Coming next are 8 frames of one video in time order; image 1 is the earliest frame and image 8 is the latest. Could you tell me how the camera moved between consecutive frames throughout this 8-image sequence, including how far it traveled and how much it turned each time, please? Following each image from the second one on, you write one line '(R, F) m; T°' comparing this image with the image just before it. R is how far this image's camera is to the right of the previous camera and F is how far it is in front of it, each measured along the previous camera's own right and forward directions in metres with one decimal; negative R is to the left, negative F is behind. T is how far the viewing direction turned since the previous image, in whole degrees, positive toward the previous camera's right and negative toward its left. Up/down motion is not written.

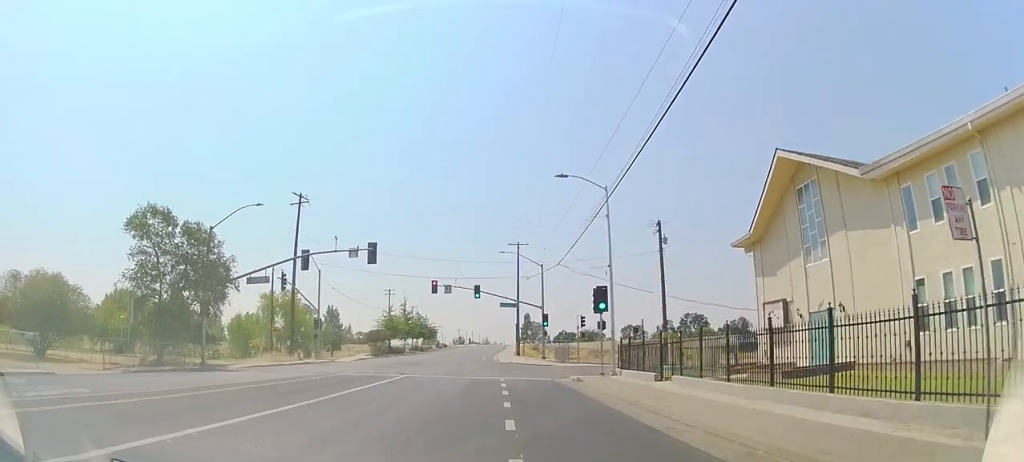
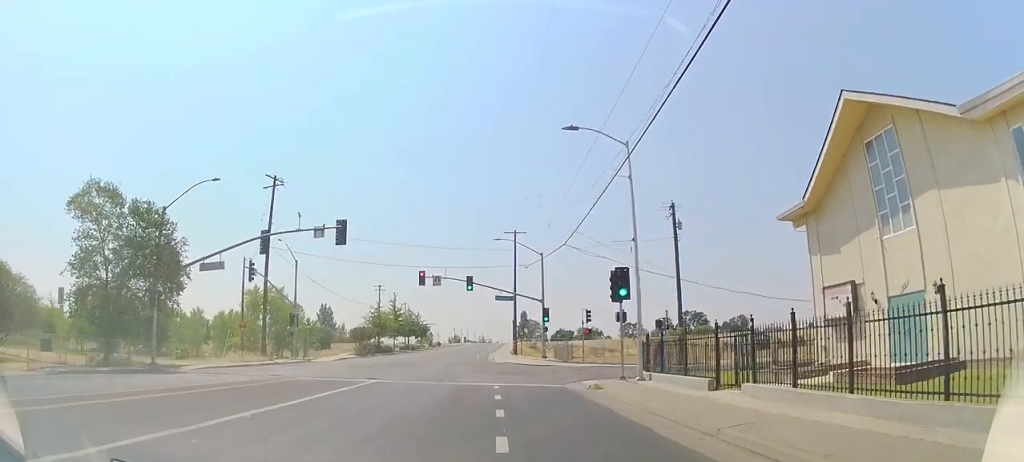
(0.0, +5.7) m; +1°
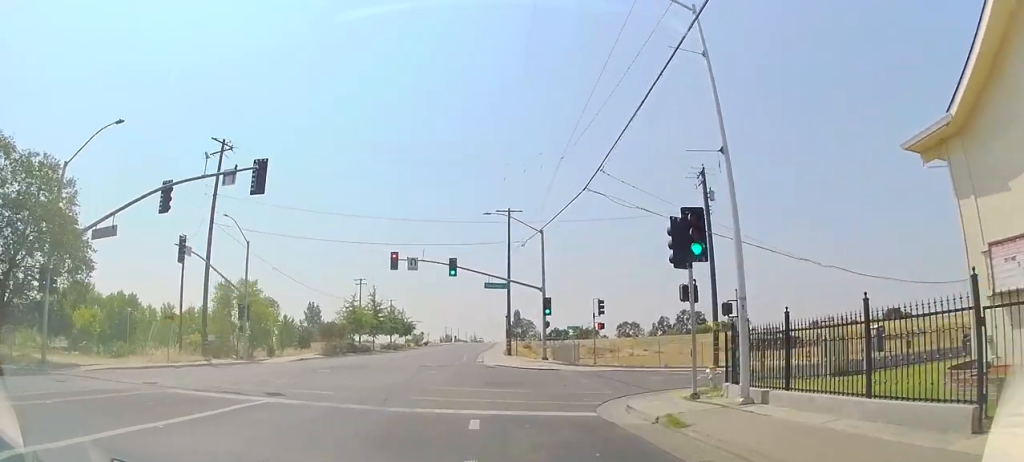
(+0.3, +9.3) m; +3°
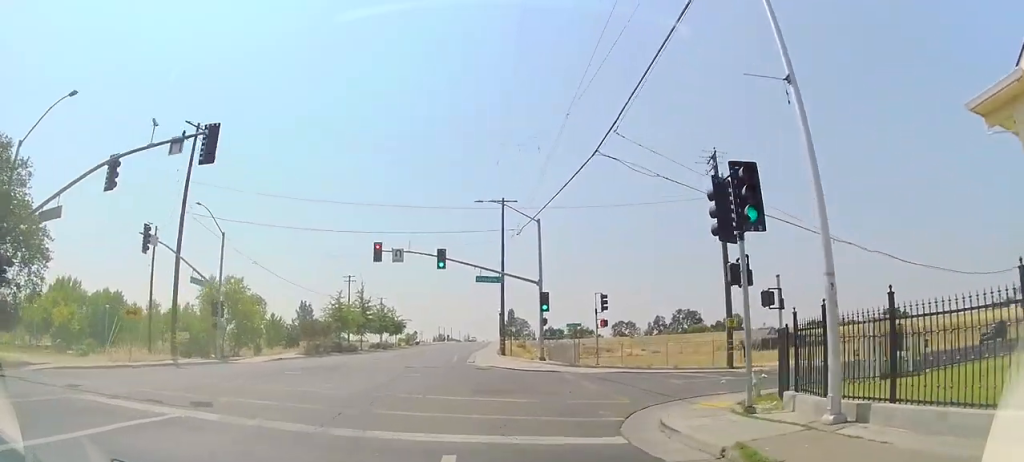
(0.0, +3.4) m; +1°
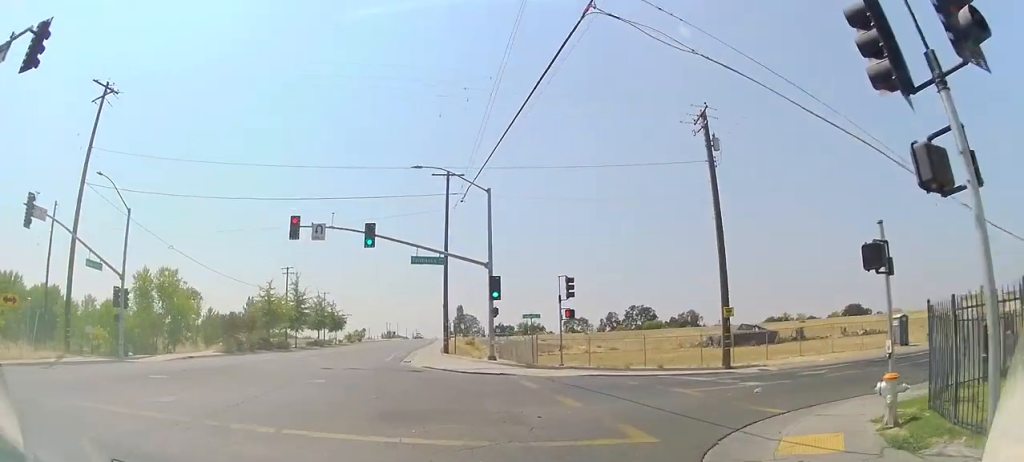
(0.0, +7.2) m; +1°
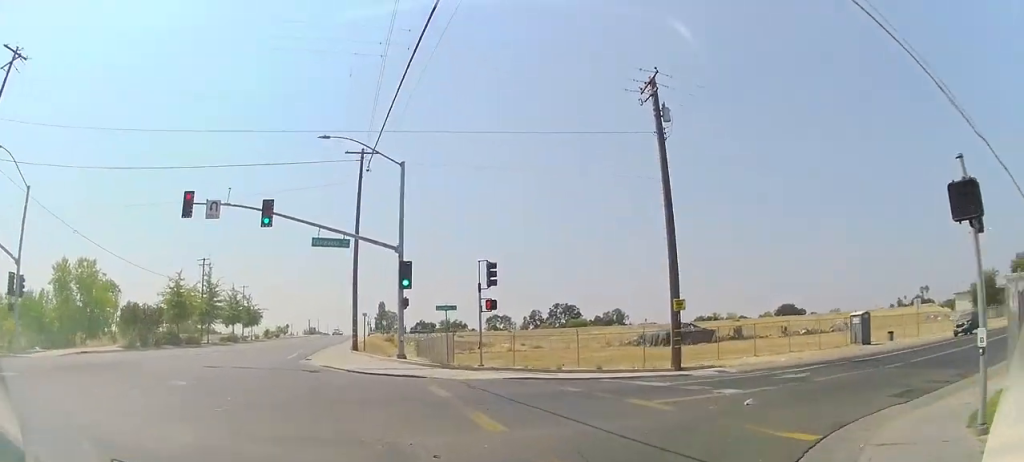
(-0.1, +4.4) m; +10°
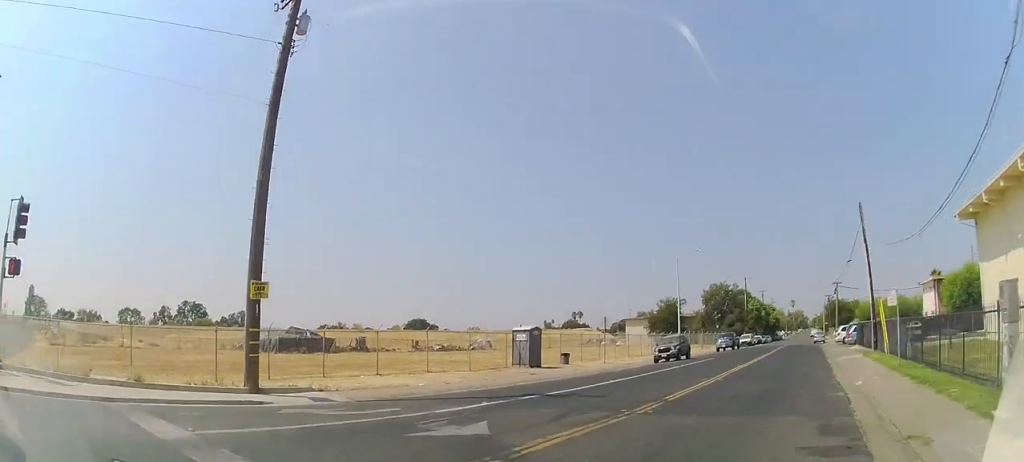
(+3.3, +7.6) m; +48°
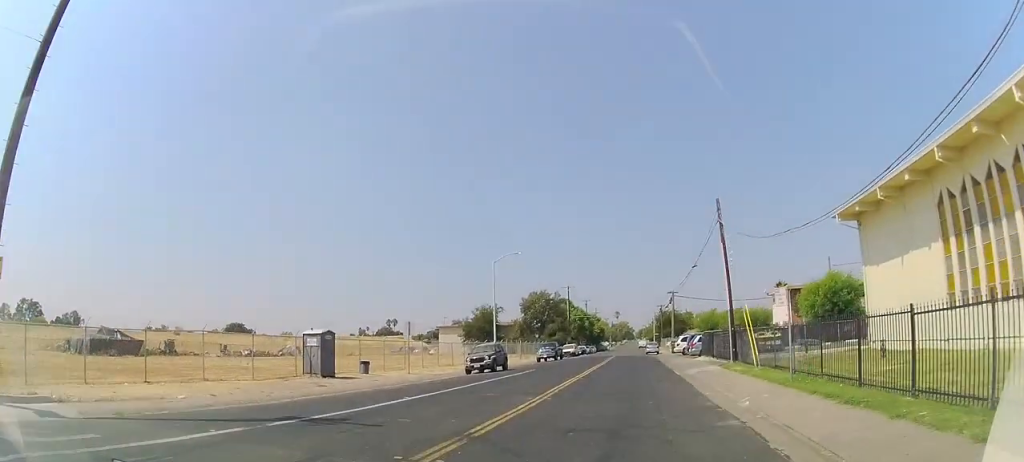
(+0.6, +3.5) m; +16°
